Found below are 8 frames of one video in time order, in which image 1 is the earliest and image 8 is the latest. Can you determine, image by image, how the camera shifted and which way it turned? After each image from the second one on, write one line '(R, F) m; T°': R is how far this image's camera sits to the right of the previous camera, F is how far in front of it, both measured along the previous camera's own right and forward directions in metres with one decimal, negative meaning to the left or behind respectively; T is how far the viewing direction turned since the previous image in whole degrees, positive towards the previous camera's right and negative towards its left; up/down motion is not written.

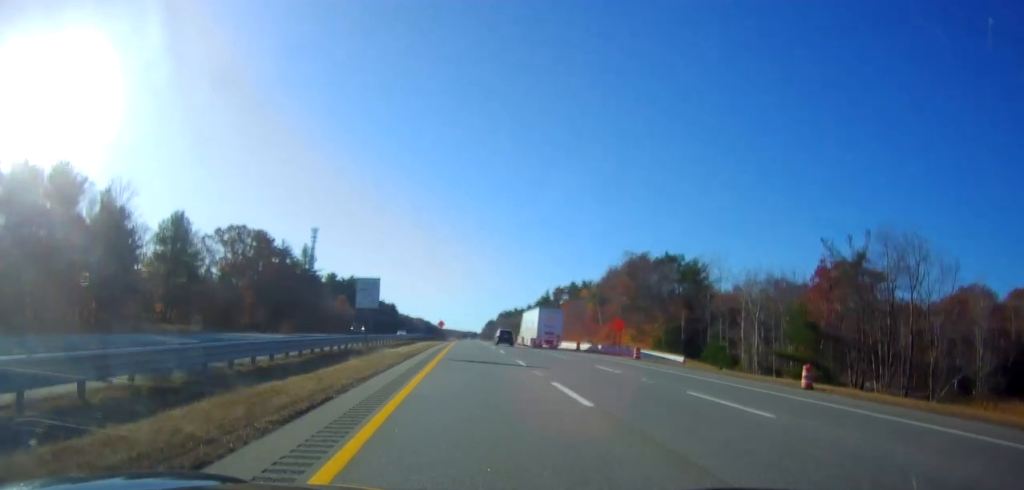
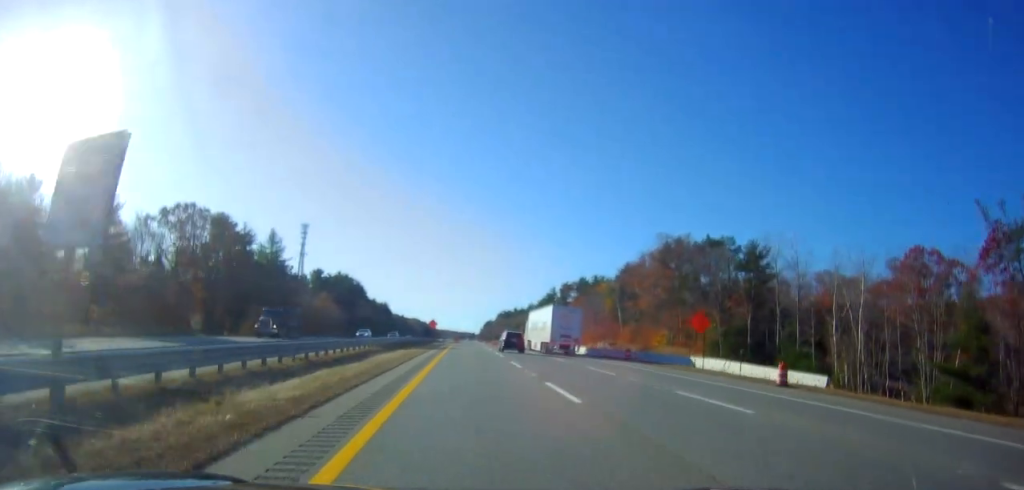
(0.0, +23.9) m; 0°
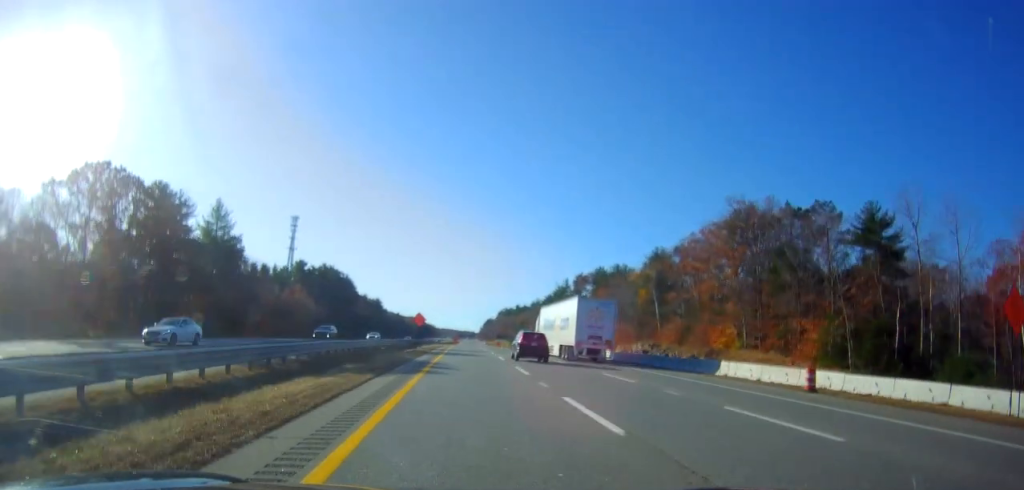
(+0.3, +28.8) m; +1°
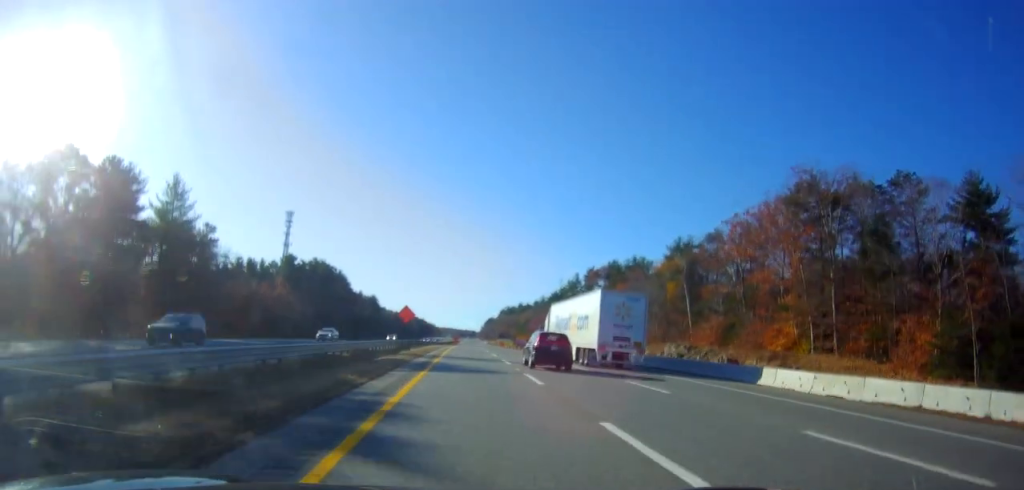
(0.0, +15.3) m; 0°
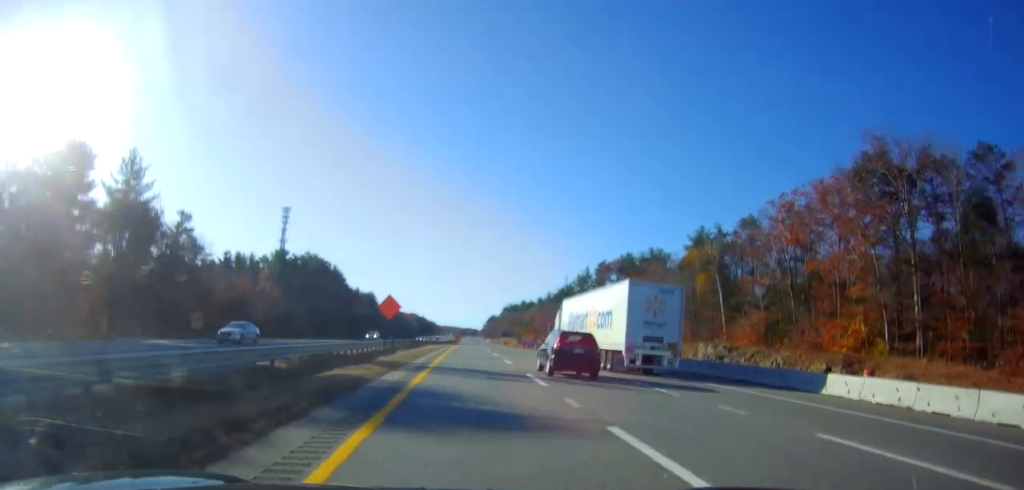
(0.0, +12.6) m; 0°
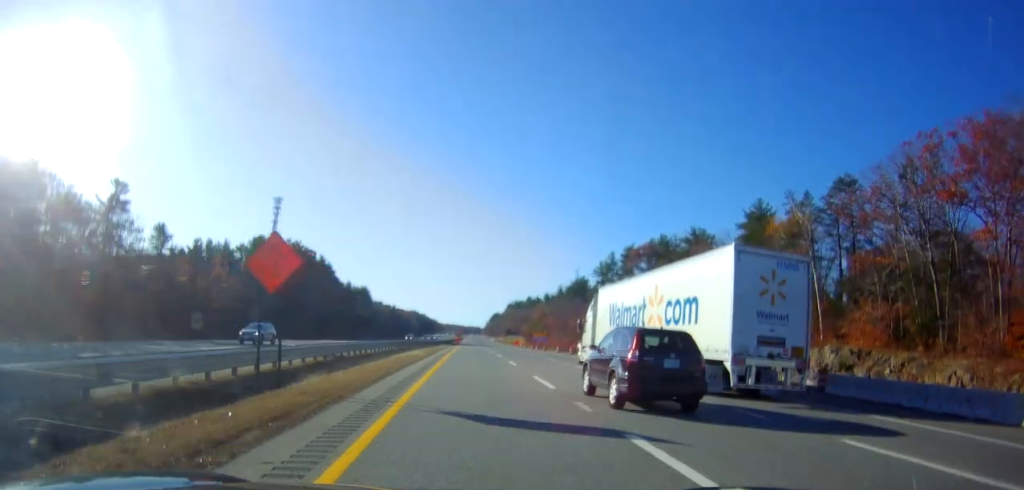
(-0.1, +25.2) m; 0°
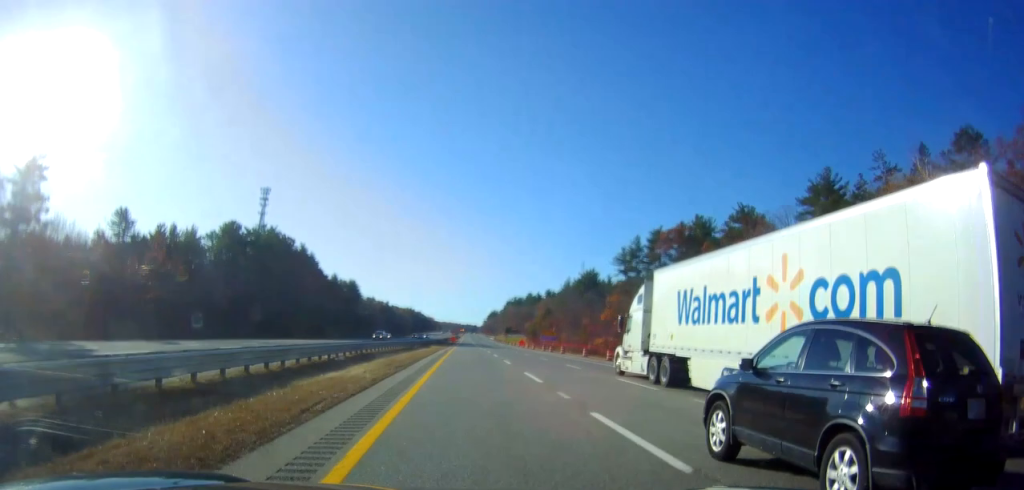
(0.0, +22.8) m; 0°
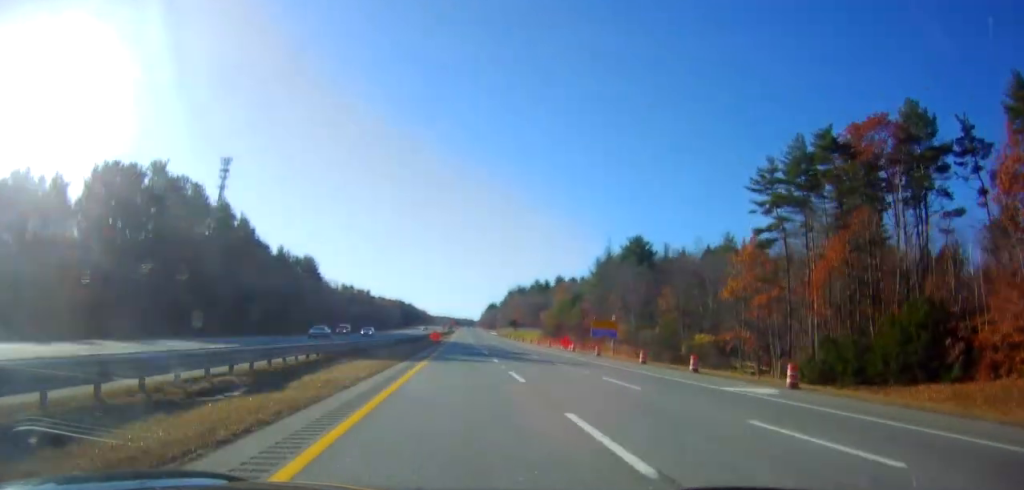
(+0.4, +60.7) m; +1°
